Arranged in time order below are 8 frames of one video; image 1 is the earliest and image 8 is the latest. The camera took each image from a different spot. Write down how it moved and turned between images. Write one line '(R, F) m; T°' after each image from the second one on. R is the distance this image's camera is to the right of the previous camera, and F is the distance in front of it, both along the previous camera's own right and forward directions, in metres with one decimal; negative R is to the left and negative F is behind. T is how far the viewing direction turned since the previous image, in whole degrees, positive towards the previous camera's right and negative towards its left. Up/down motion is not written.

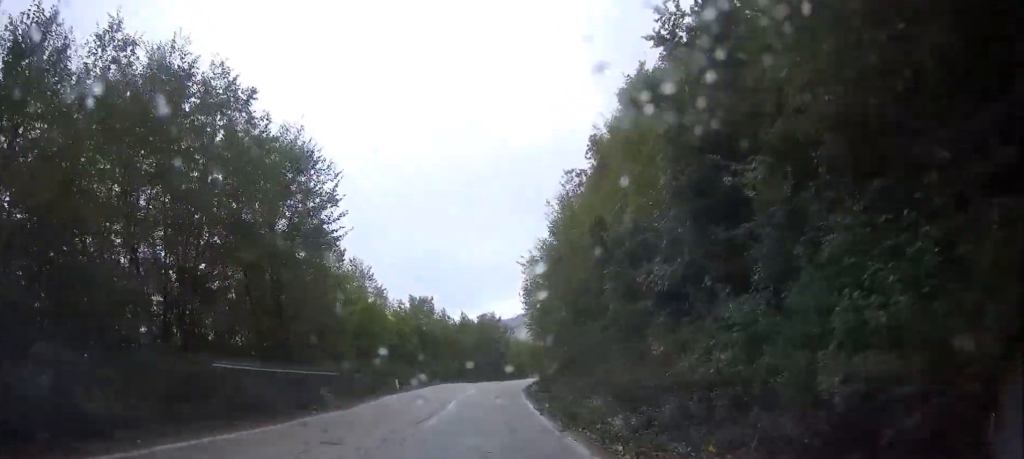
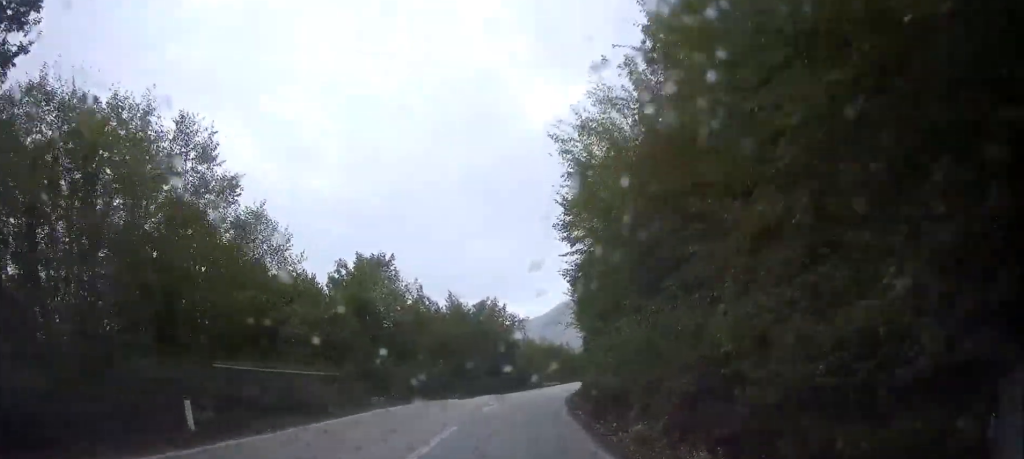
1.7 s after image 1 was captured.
(+0.5, +27.1) m; +3°
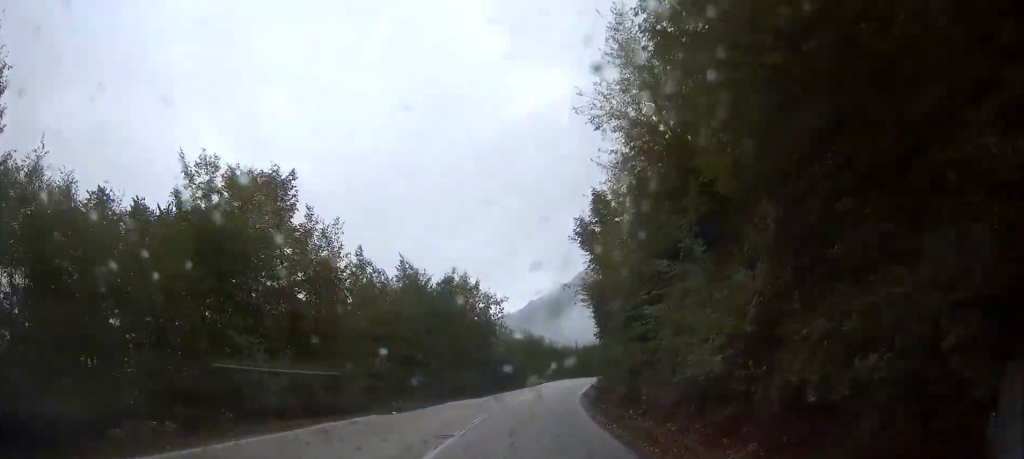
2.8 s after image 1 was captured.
(+0.5, +16.1) m; +4°
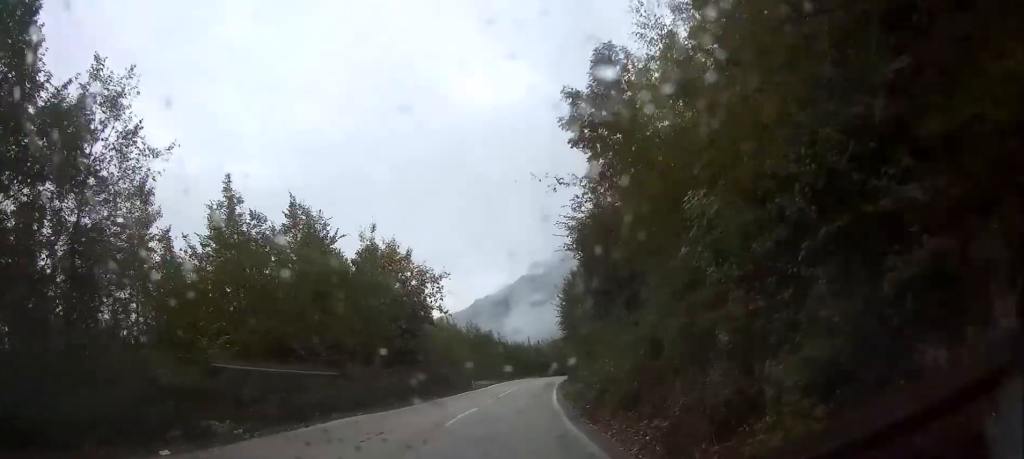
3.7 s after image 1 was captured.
(+0.4, +13.5) m; +3°
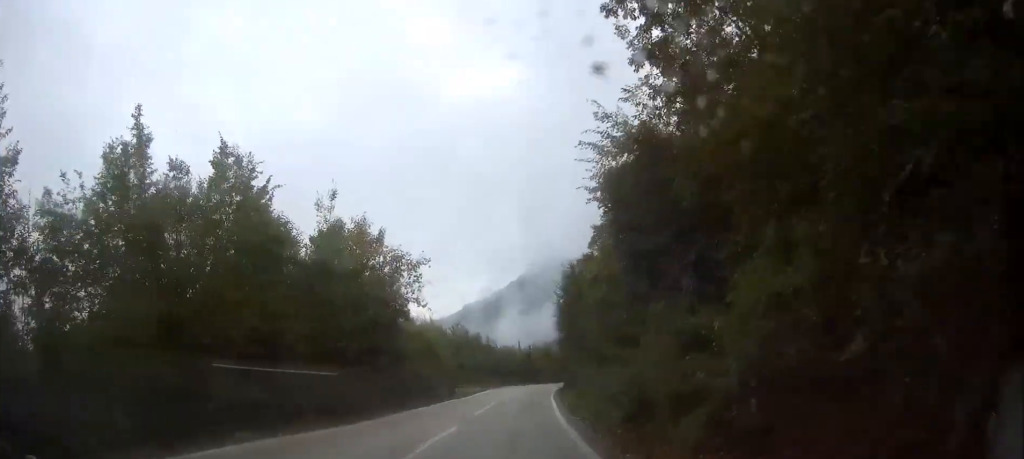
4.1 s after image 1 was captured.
(0.0, +6.9) m; +1°
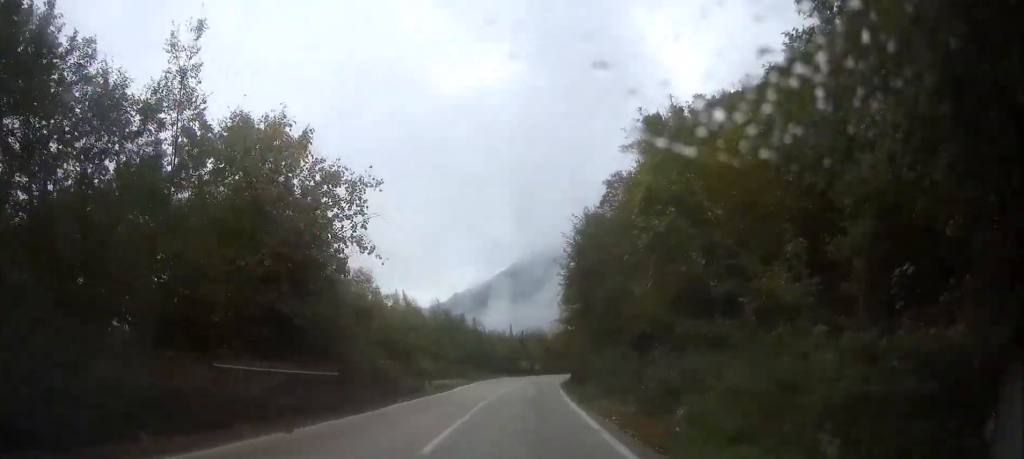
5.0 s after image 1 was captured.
(+0.4, +13.2) m; +2°
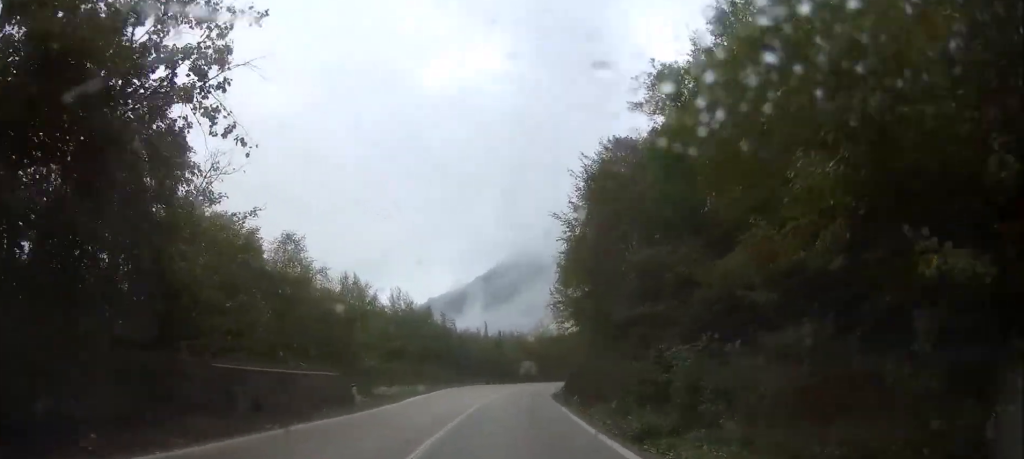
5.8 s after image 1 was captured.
(+0.1, +11.9) m; +1°
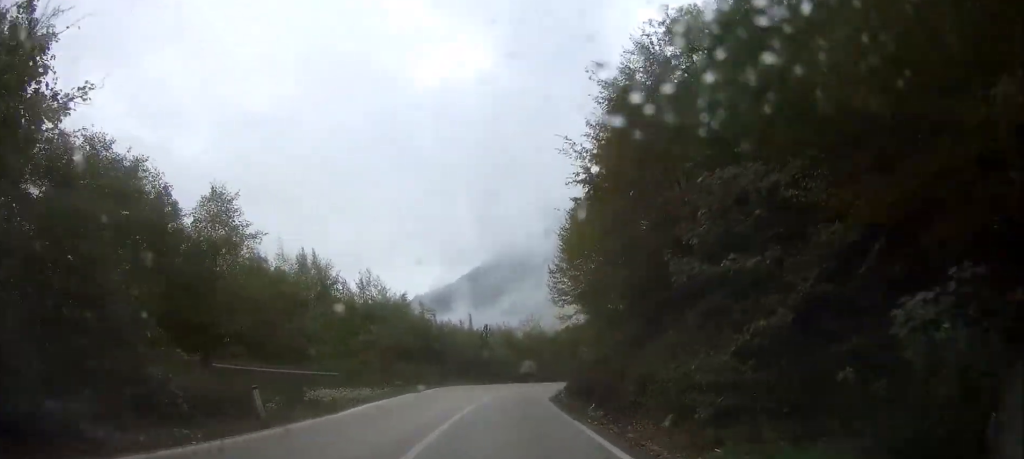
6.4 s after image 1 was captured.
(+0.1, +7.9) m; +1°
